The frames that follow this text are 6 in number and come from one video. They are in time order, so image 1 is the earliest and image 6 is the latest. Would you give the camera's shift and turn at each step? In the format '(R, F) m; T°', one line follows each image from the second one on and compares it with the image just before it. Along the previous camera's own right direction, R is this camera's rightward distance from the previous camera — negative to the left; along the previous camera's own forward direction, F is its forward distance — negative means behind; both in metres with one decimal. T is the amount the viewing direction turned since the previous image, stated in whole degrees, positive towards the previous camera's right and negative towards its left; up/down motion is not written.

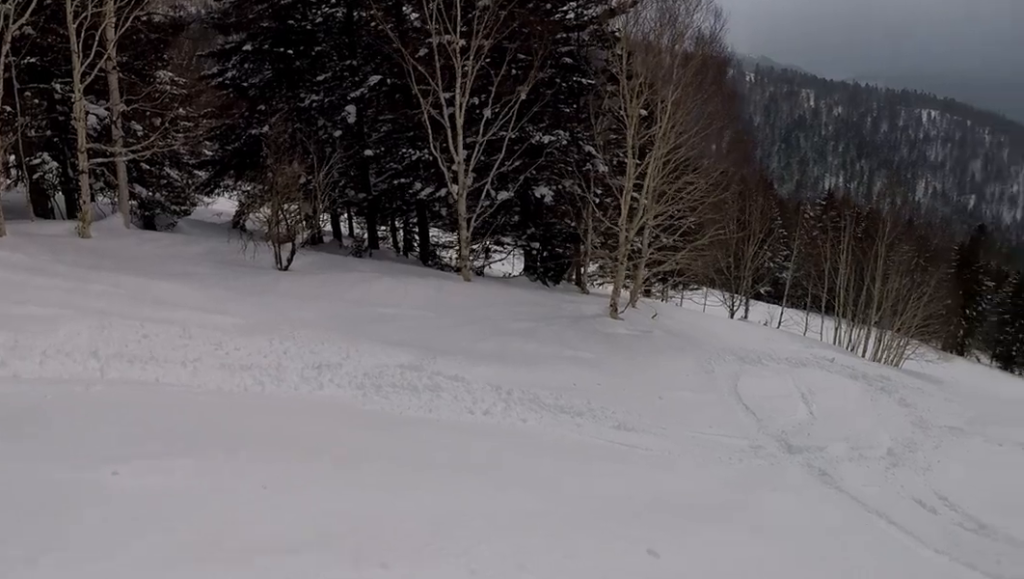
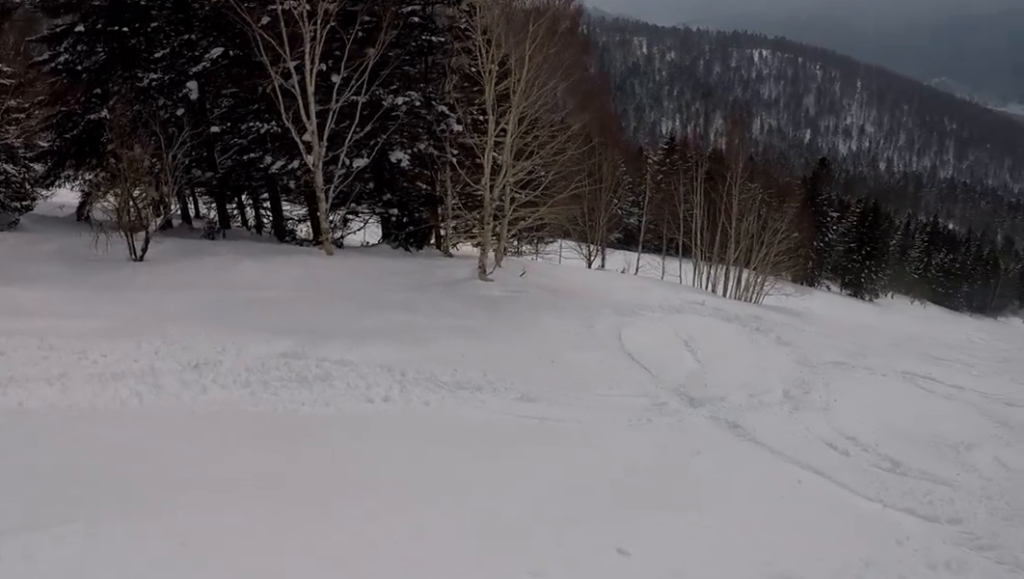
(+0.3, +1.3) m; +23°
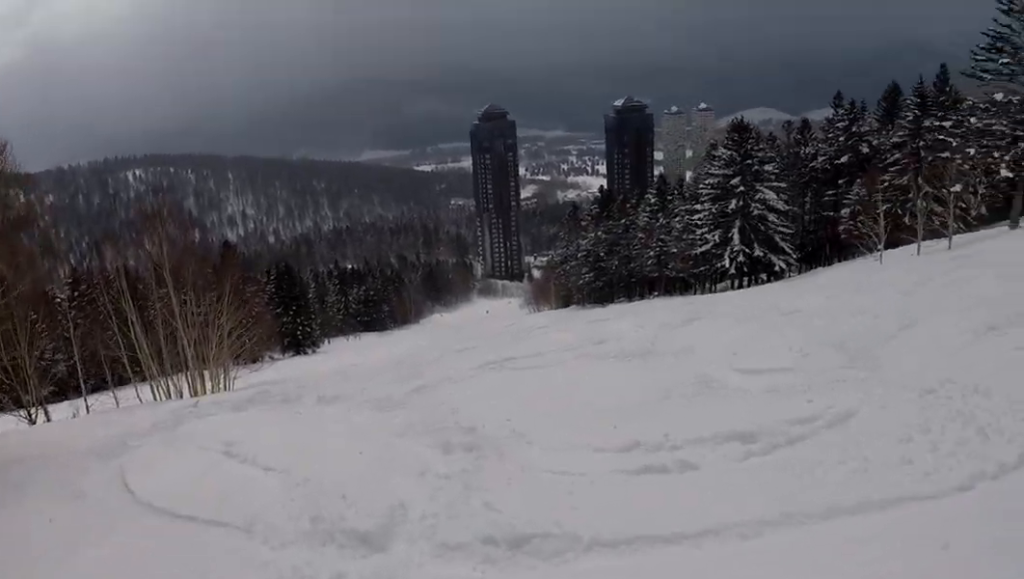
(+4.2, +6.9) m; +39°
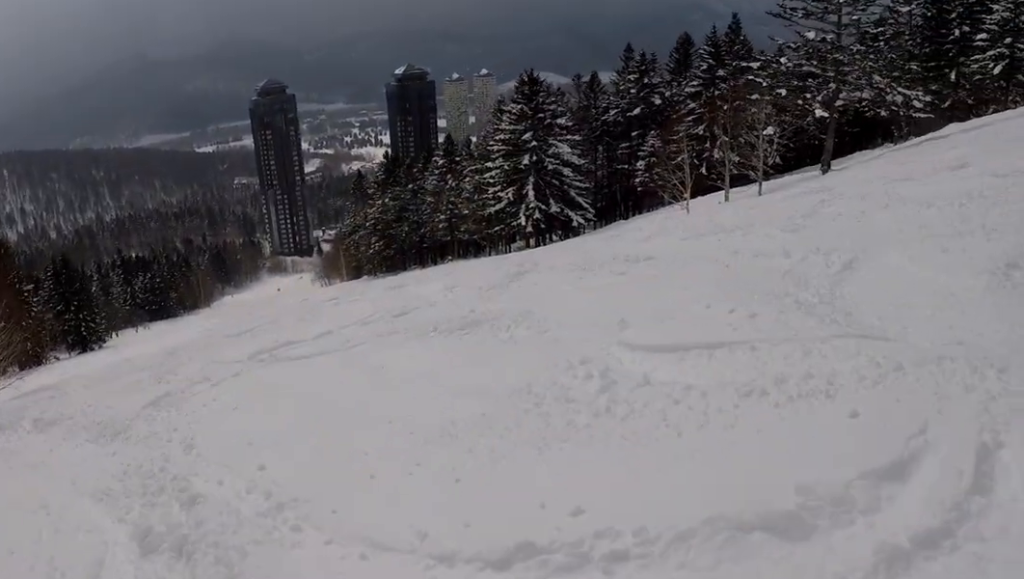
(0.0, +3.5) m; +7°
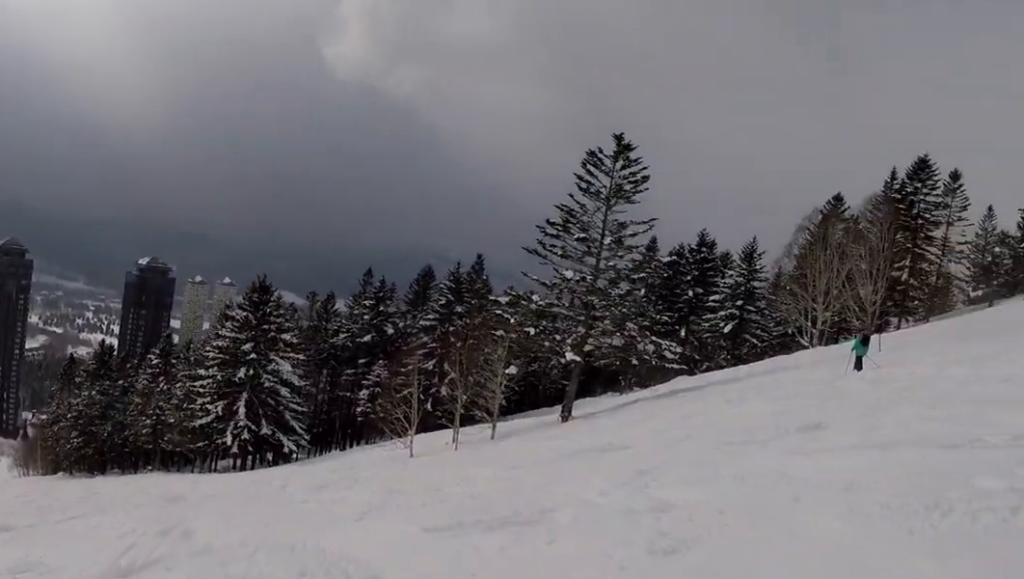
(+1.2, +5.9) m; +16°
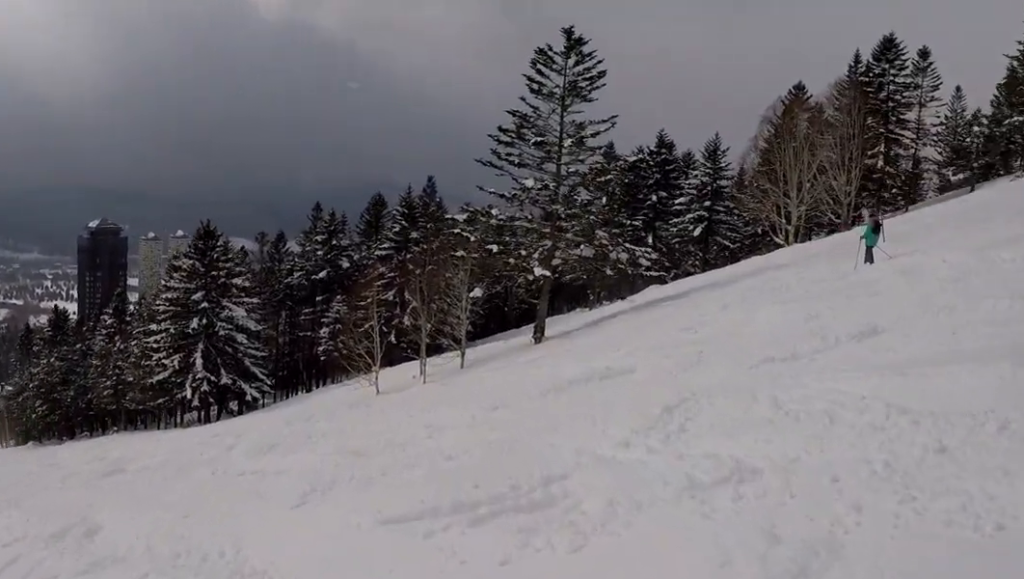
(+0.2, +2.4) m; +4°
